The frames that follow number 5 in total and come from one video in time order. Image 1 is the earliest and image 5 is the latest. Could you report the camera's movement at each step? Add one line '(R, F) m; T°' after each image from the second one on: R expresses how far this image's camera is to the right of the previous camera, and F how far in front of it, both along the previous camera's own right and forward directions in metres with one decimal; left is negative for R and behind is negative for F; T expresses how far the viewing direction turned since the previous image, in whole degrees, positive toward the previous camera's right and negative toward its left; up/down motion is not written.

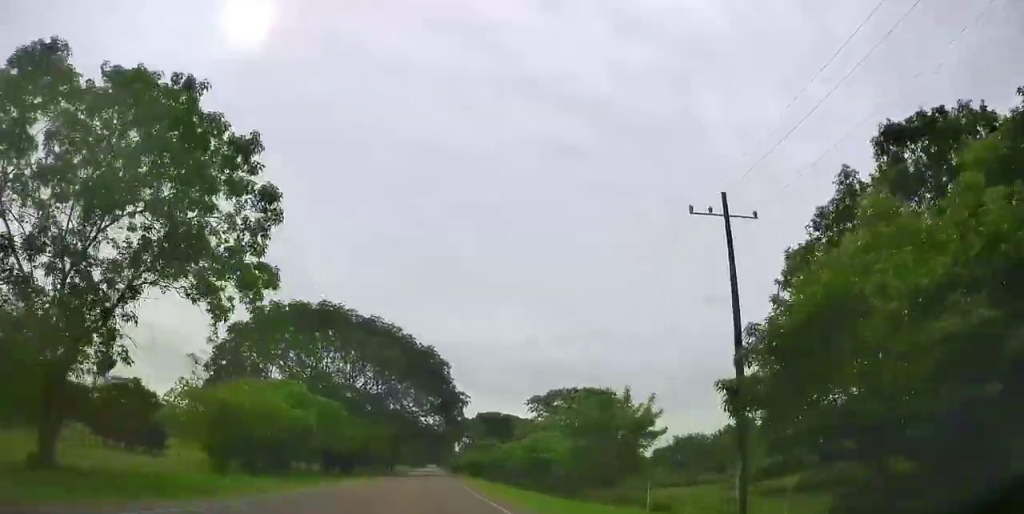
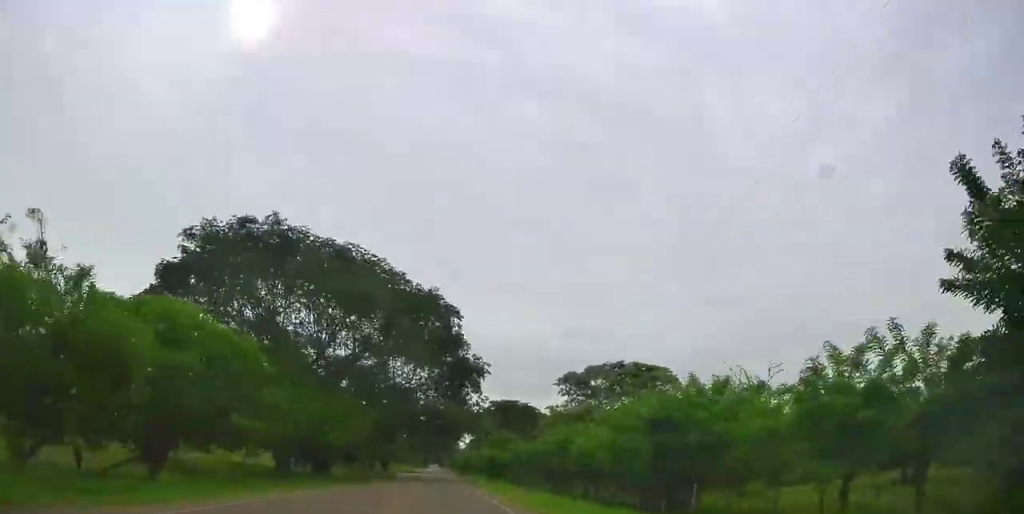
(-0.3, +27.2) m; -1°
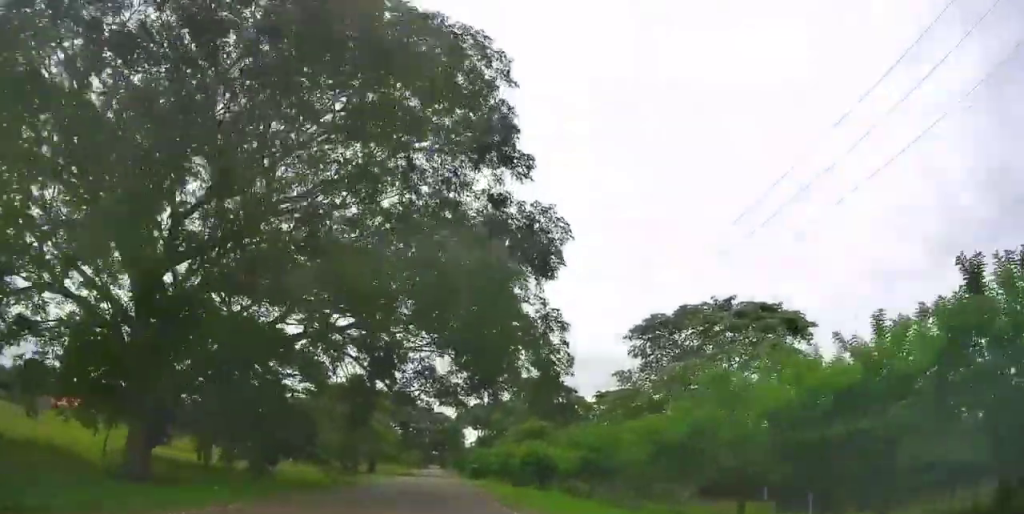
(+0.1, +34.0) m; +1°
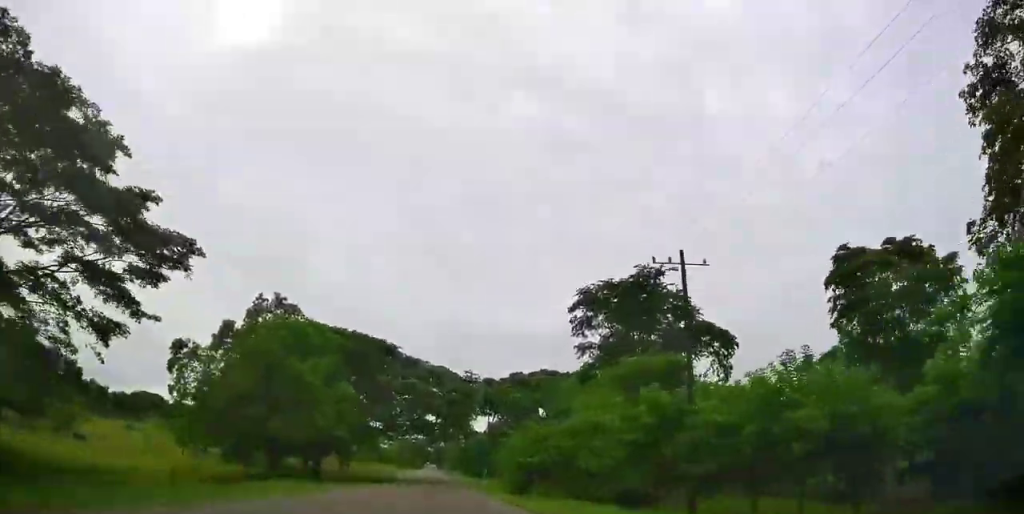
(-1.1, +47.9) m; -5°
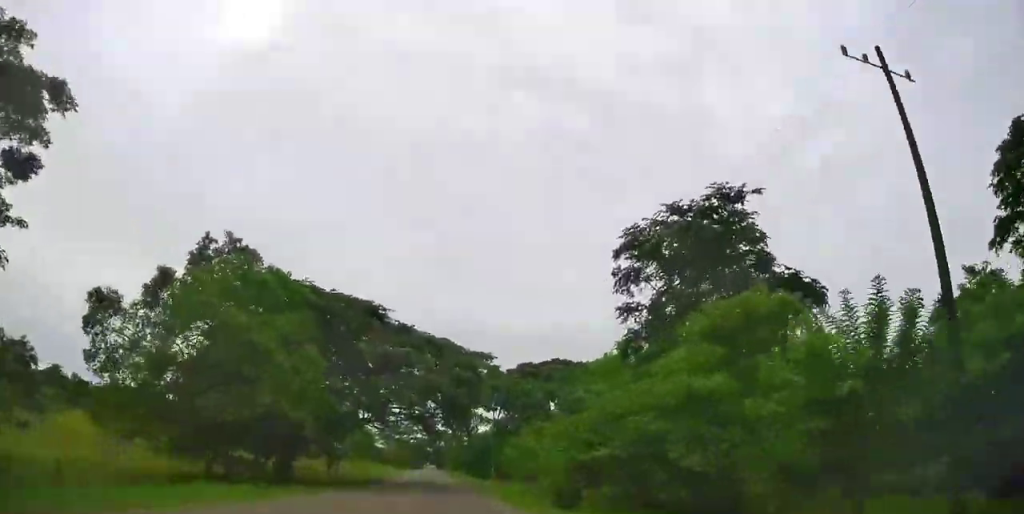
(-1.3, +13.2) m; +1°
